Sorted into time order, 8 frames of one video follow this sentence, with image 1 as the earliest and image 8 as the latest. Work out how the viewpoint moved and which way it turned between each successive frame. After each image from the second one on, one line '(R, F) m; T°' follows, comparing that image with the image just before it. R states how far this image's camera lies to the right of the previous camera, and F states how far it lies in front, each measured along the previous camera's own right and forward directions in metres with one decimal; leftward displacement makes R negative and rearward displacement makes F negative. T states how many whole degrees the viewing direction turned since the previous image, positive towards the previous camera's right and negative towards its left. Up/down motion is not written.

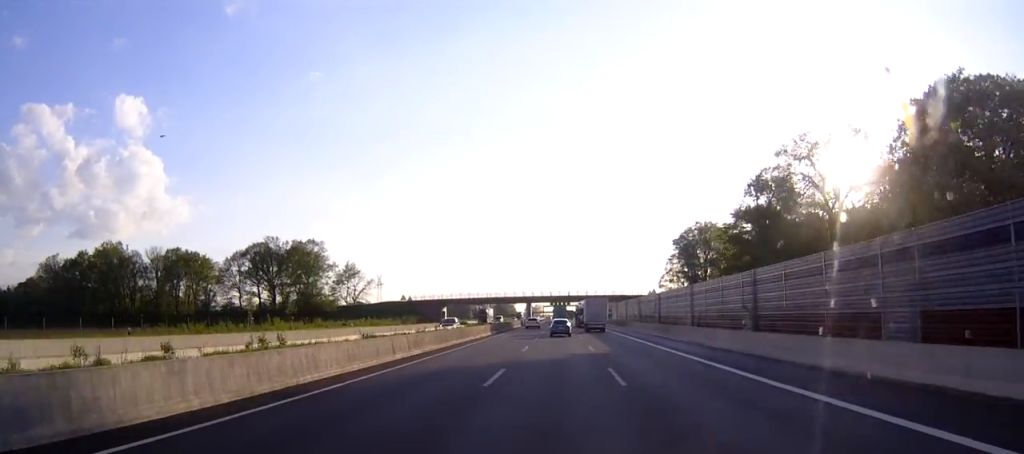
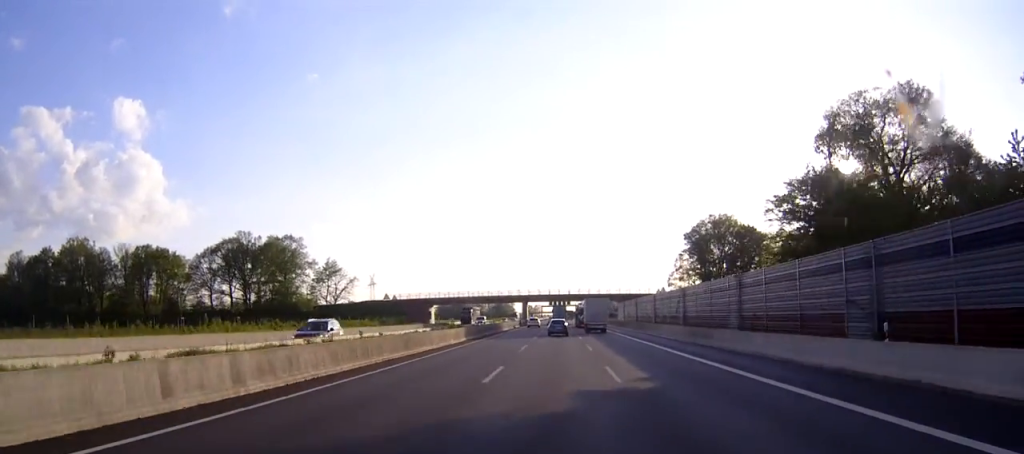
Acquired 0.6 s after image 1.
(0.0, +17.5) m; 0°
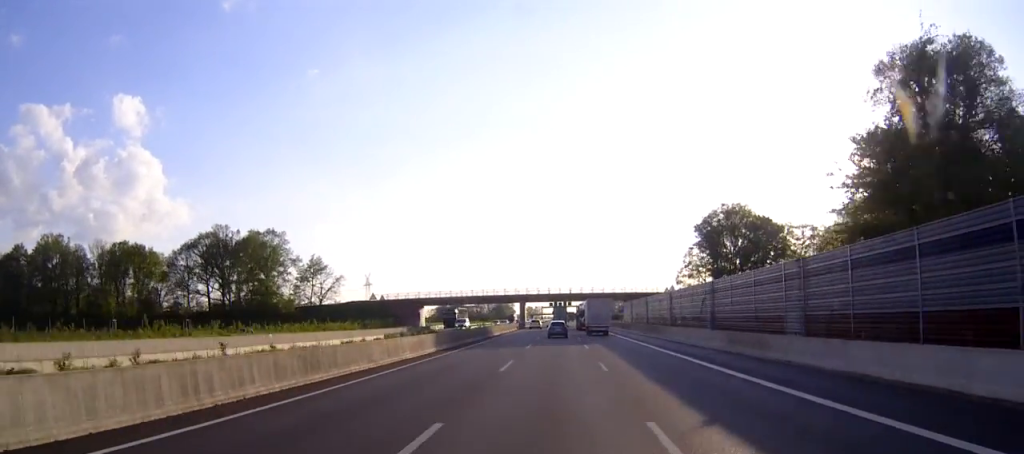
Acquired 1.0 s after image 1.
(0.0, +12.7) m; 0°
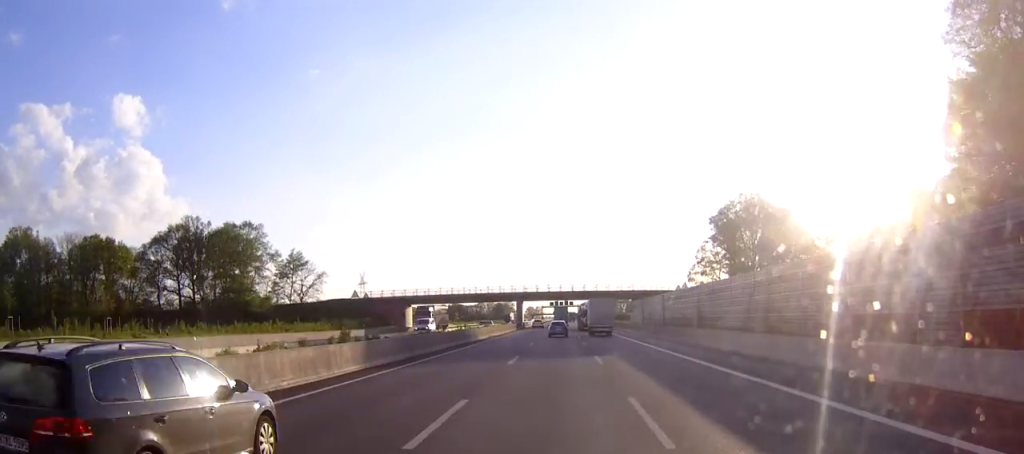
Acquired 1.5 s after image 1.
(0.0, +14.6) m; 0°
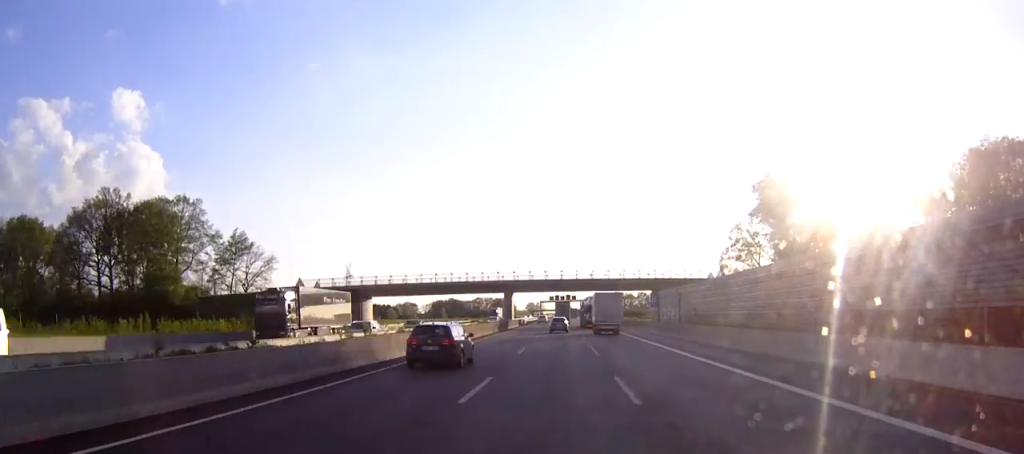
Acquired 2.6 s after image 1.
(0.0, +31.2) m; 0°
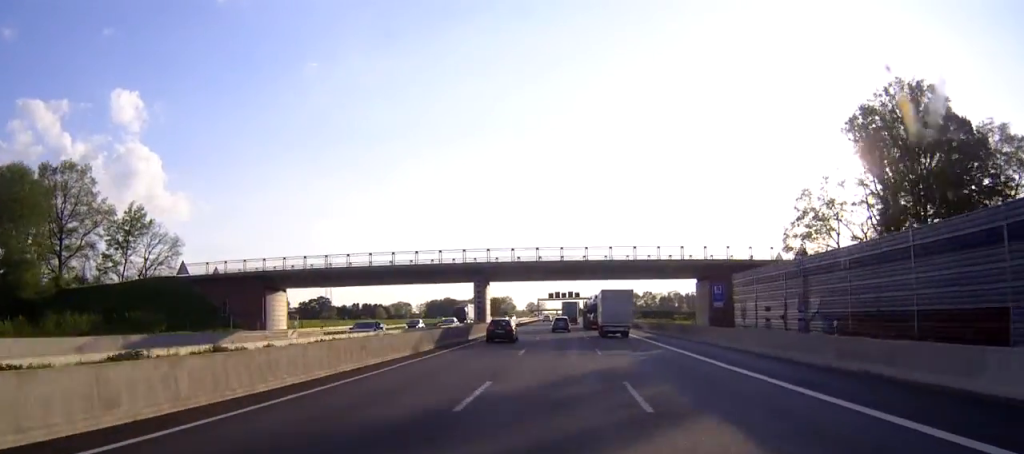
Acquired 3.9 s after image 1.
(+0.1, +37.1) m; 0°
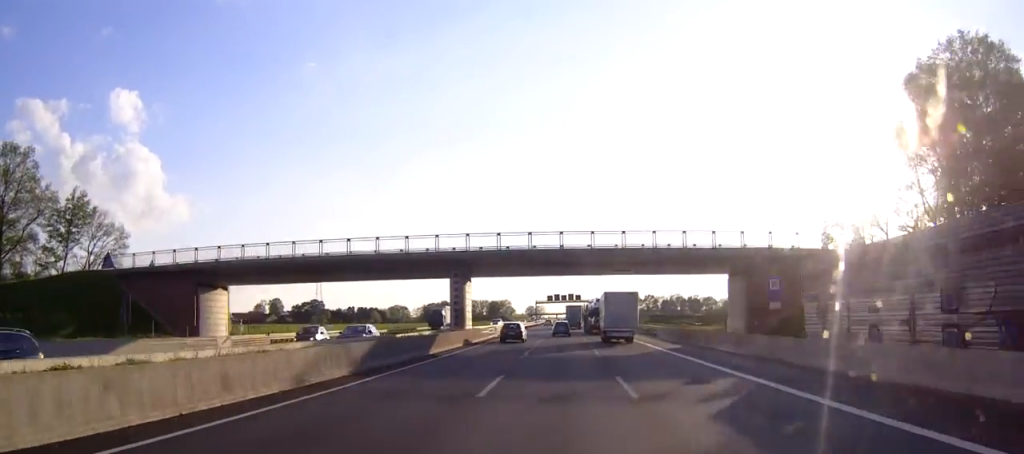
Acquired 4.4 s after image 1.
(0.0, +14.7) m; 0°
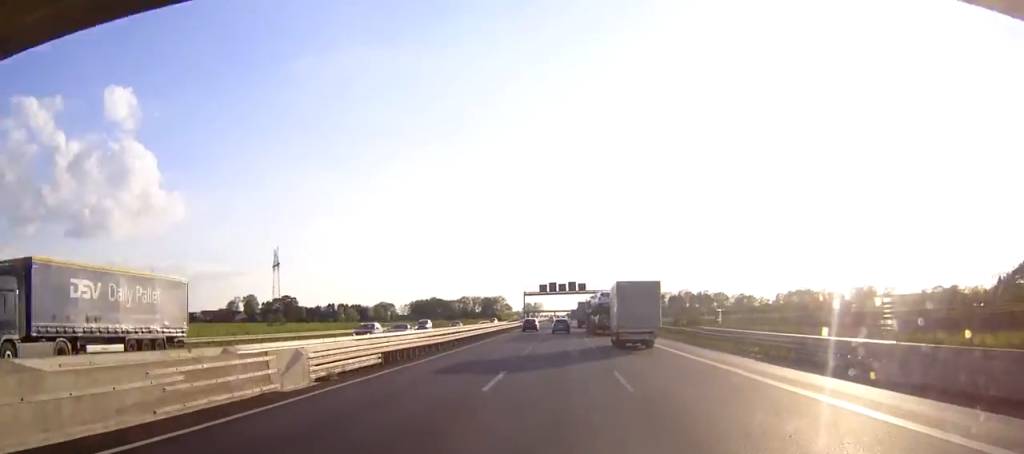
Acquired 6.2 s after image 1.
(-0.1, +53.1) m; 0°
